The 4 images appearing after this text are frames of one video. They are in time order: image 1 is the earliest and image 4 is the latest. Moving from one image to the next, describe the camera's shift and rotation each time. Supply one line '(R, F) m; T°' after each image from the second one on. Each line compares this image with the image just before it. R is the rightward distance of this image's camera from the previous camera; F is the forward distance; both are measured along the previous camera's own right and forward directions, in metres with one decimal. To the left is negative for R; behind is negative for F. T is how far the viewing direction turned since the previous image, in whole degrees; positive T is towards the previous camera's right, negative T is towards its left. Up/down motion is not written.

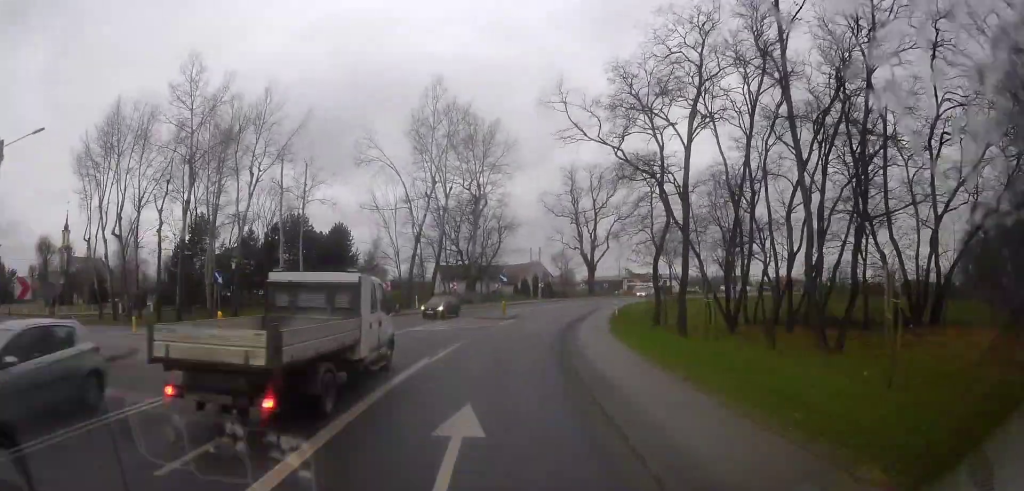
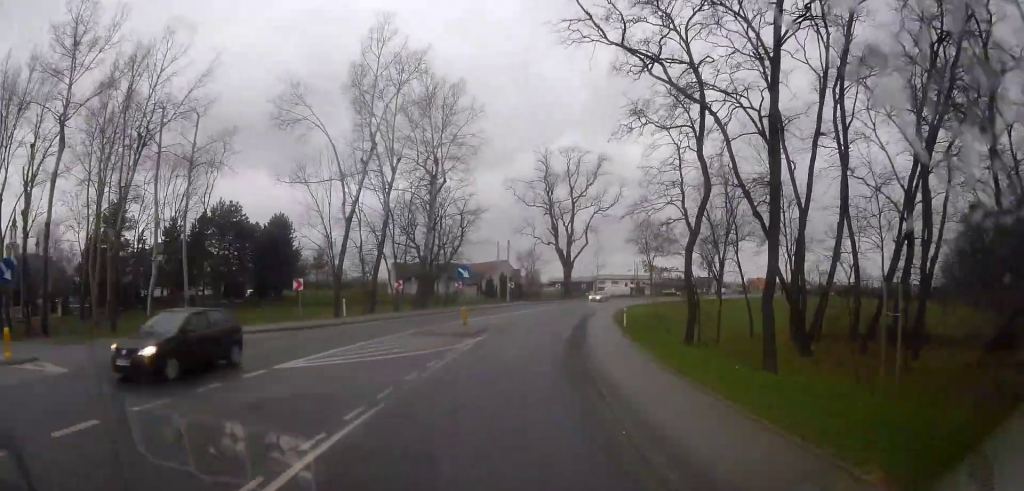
(+0.6, +11.6) m; +8°
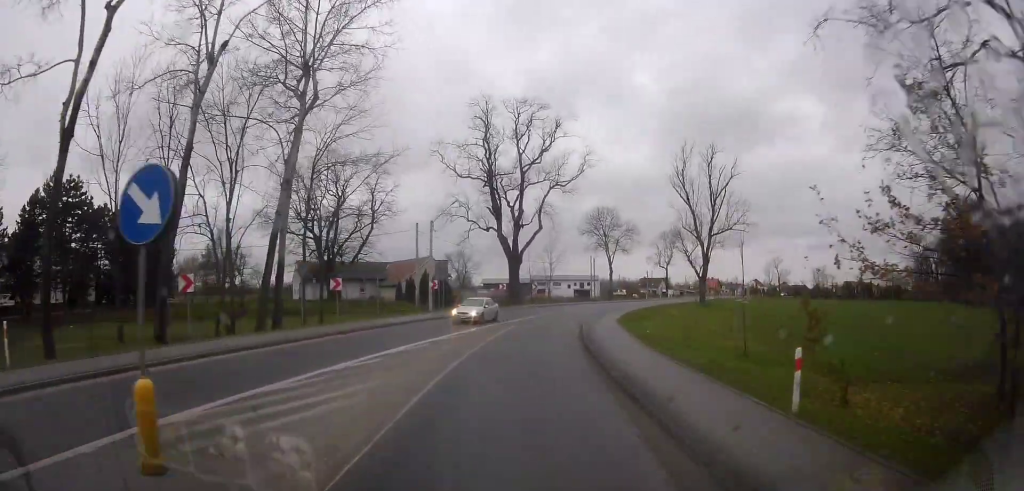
(+1.5, +20.6) m; +2°
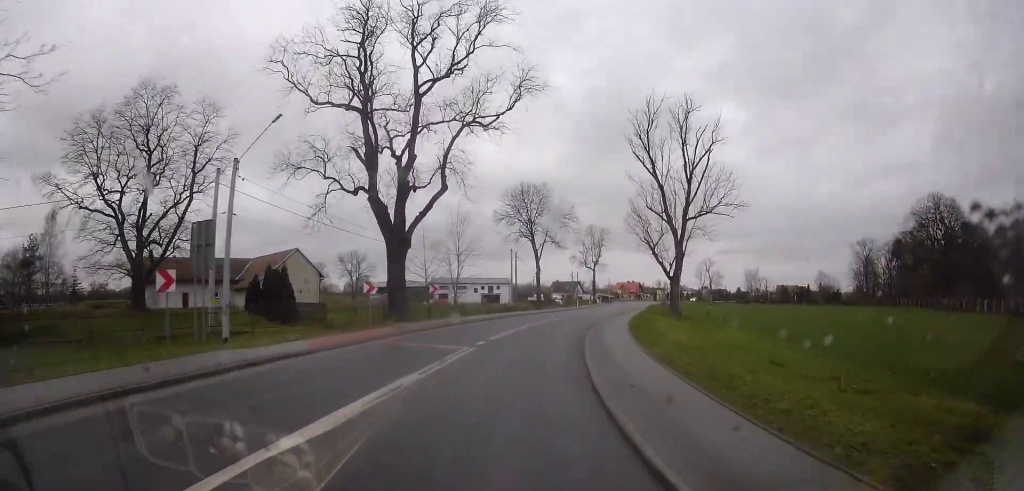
(-0.7, +24.0) m; +6°
